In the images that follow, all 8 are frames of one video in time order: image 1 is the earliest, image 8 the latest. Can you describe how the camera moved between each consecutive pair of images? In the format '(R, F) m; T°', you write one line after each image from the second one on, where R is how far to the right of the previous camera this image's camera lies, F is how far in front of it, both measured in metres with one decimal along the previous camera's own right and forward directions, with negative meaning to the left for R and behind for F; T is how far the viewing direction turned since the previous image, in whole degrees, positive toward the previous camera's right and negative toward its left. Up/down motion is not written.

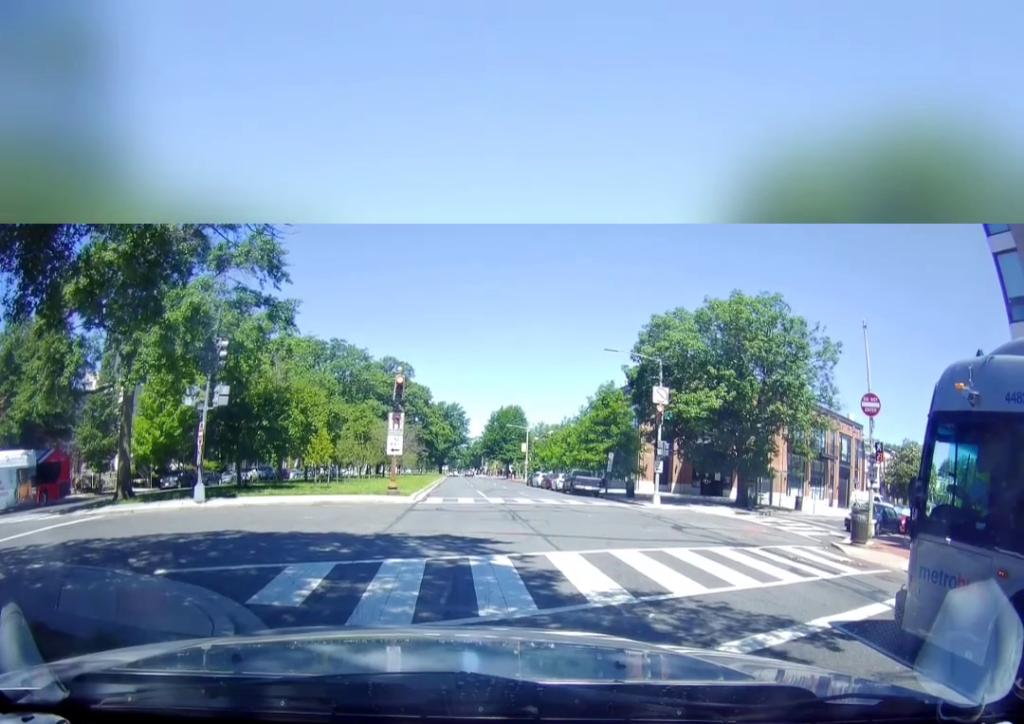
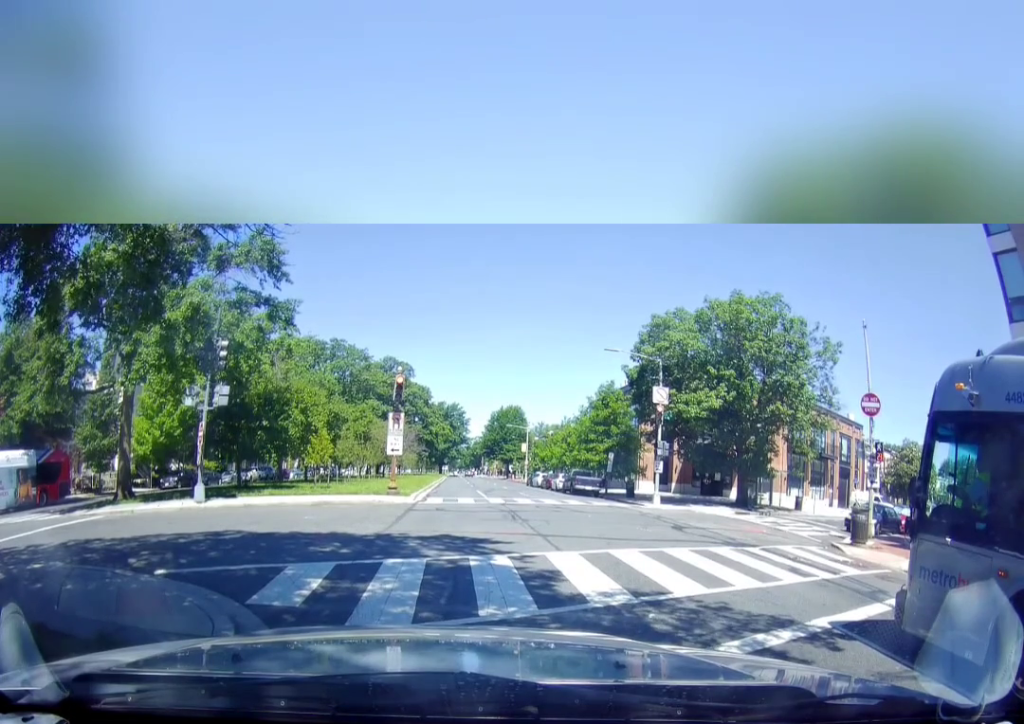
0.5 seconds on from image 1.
(-0.3, +0.1) m; 0°
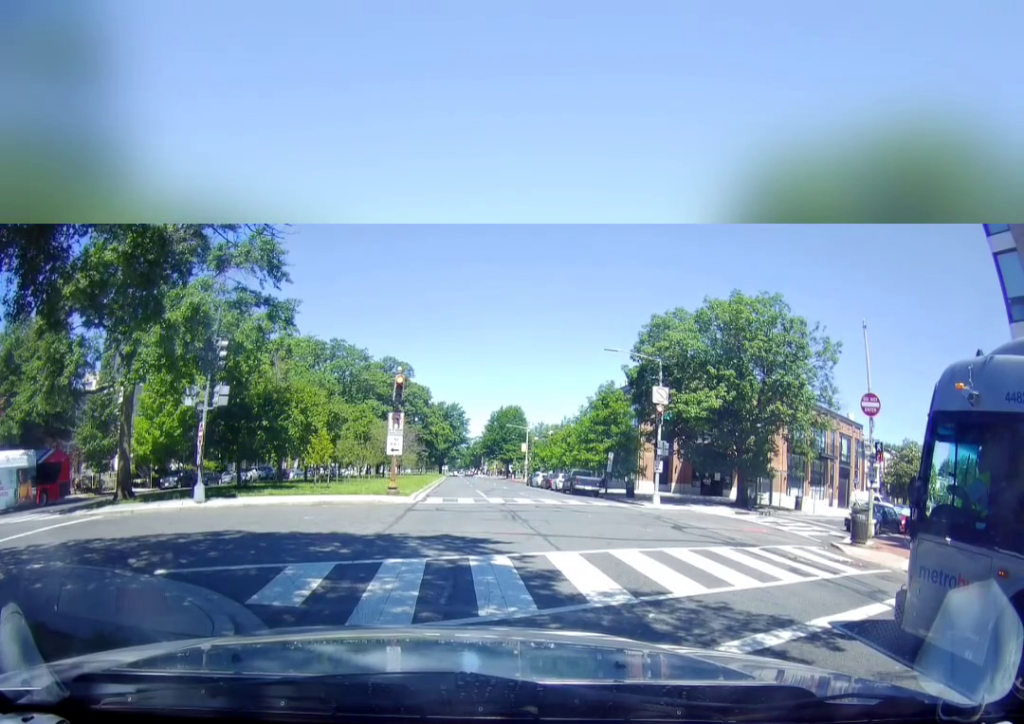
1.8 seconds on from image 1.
(0.0, 0.0) m; 0°
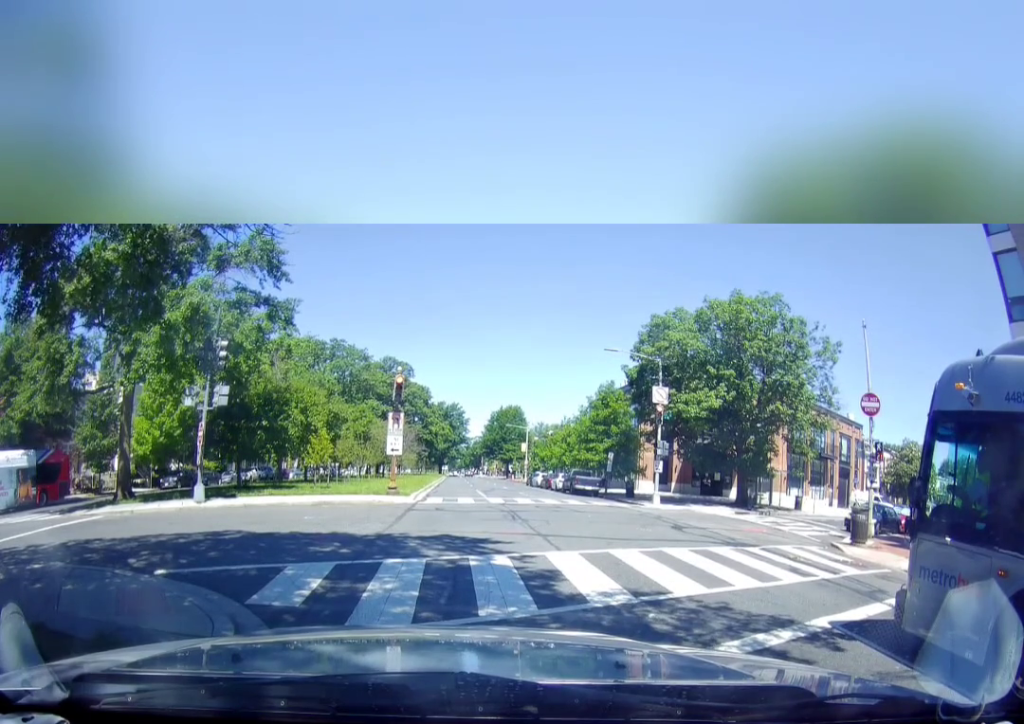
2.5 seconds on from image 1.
(0.0, 0.0) m; 0°
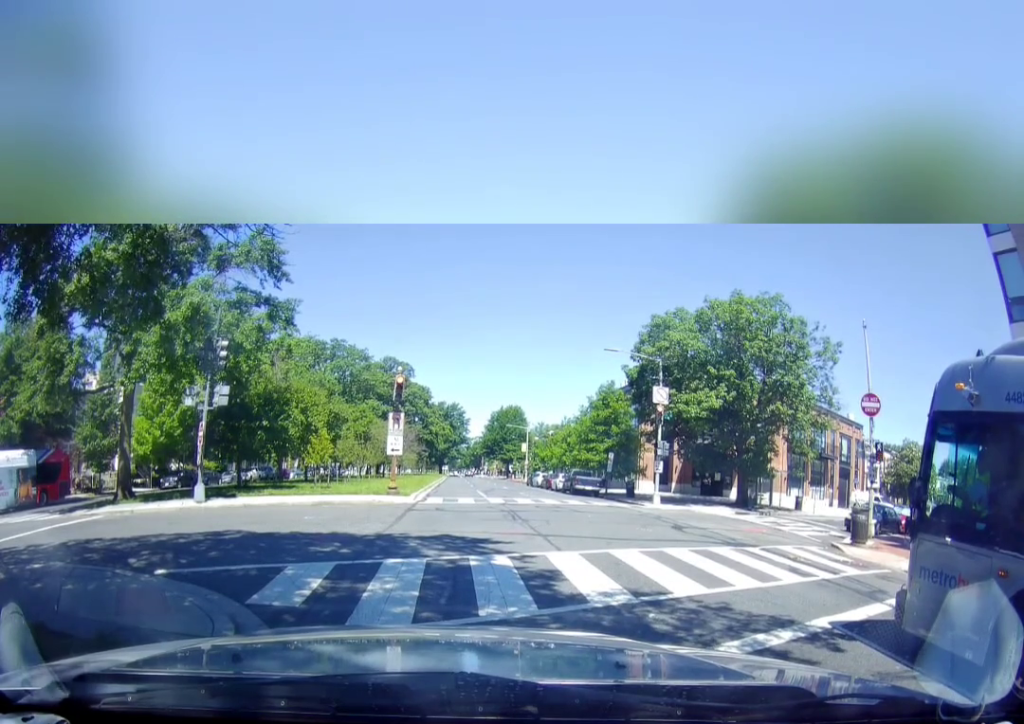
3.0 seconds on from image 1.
(0.0, 0.0) m; 0°
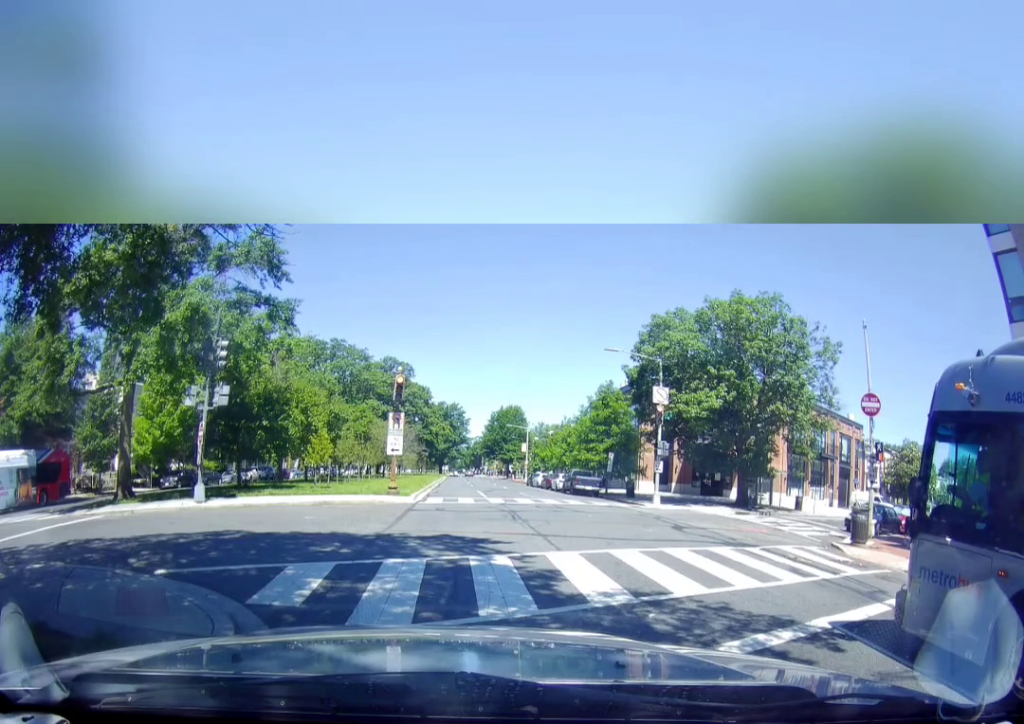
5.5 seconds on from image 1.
(0.0, 0.0) m; 0°
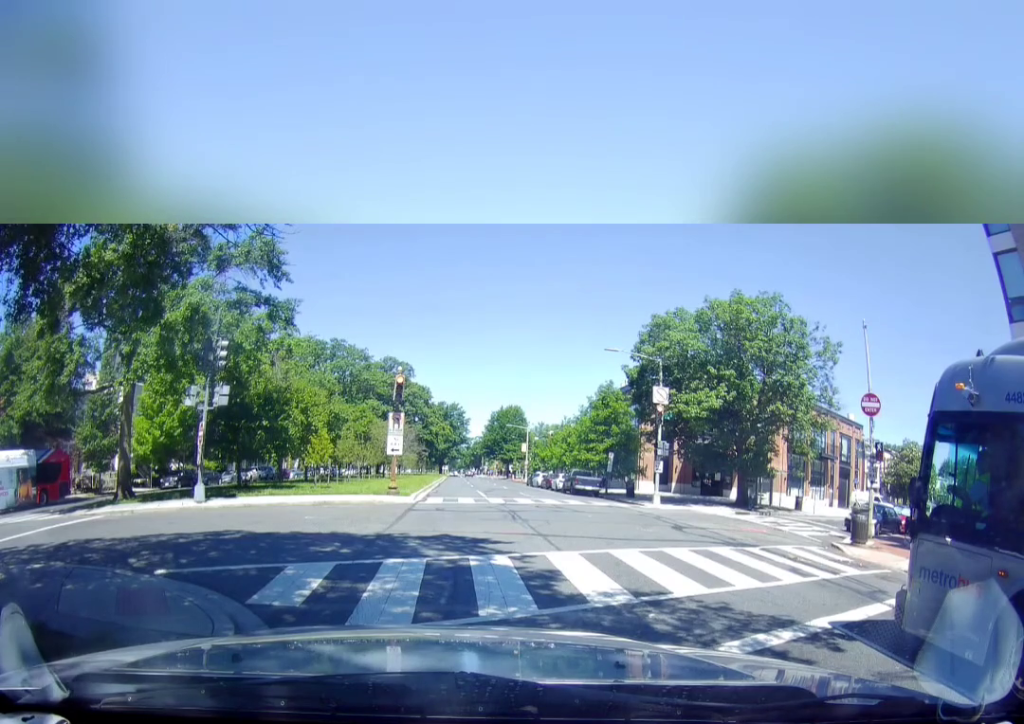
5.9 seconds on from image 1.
(0.0, 0.0) m; 0°
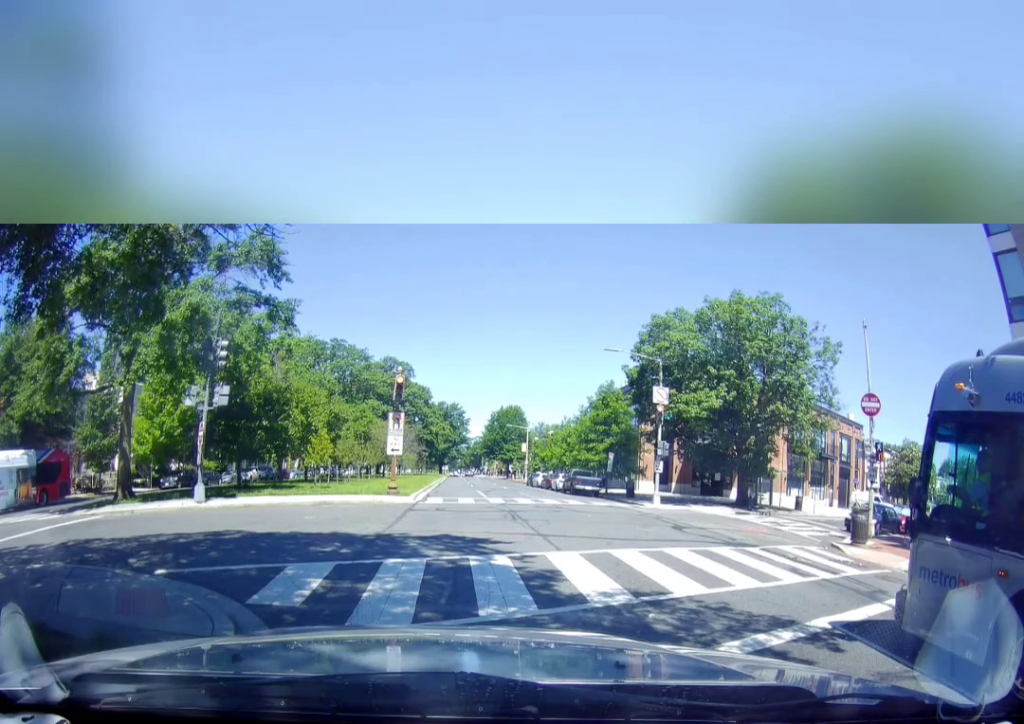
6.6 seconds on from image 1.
(0.0, 0.0) m; 0°
